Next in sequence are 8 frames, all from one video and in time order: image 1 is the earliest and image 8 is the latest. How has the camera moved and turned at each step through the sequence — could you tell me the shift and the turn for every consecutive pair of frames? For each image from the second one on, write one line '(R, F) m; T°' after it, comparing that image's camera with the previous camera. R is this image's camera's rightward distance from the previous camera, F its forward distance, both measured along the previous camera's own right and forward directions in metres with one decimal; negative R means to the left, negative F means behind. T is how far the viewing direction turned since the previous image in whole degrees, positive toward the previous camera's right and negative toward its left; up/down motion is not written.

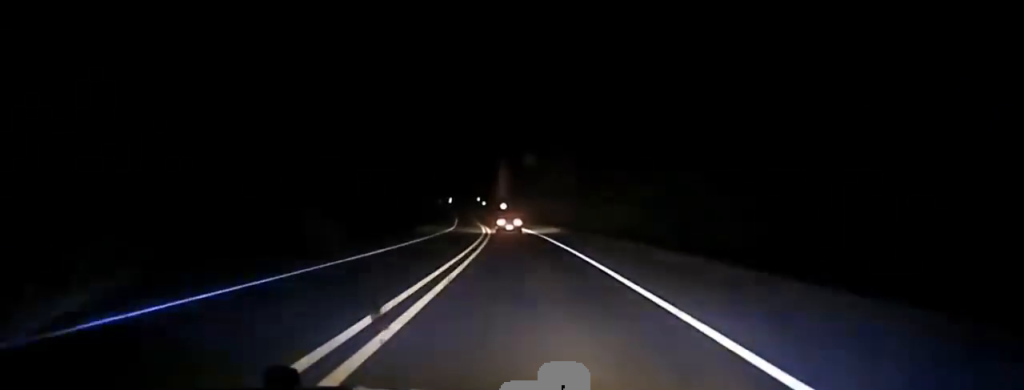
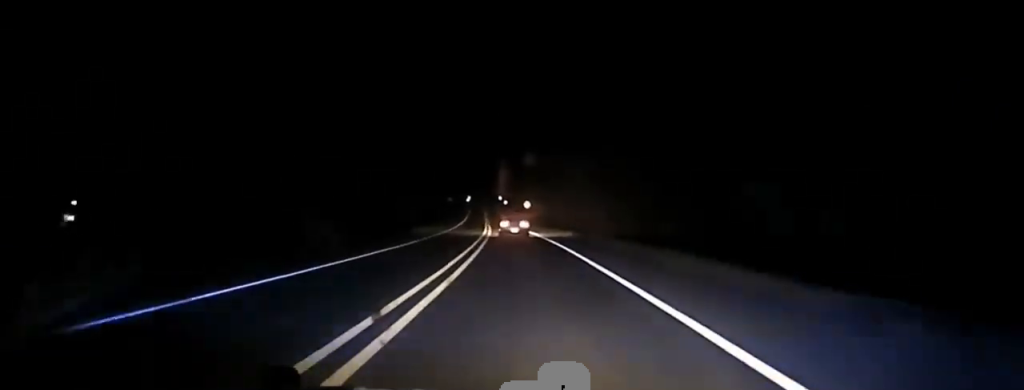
(-0.7, +53.5) m; -1°
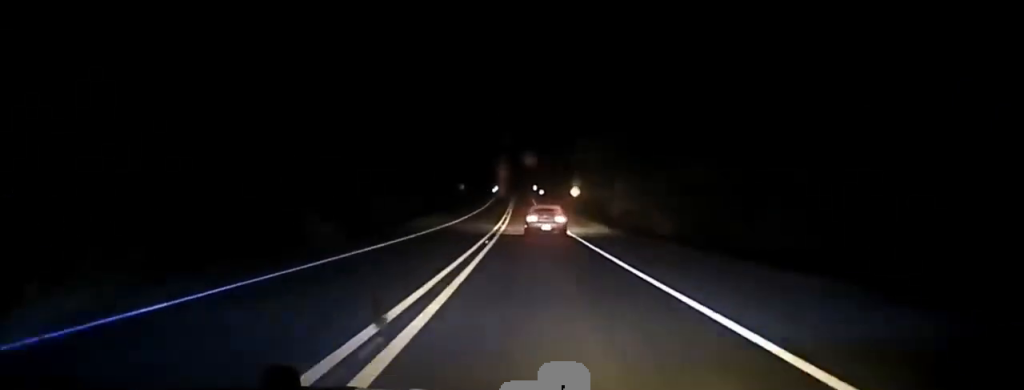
(-1.7, +70.0) m; -2°
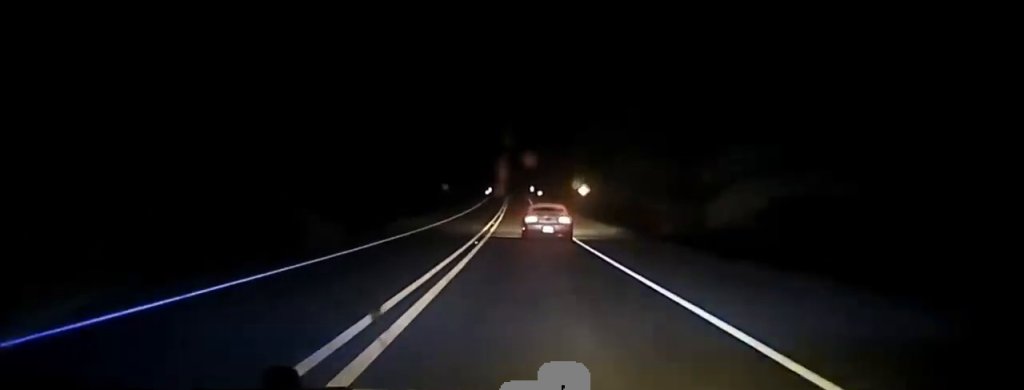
(+0.1, +25.7) m; 0°
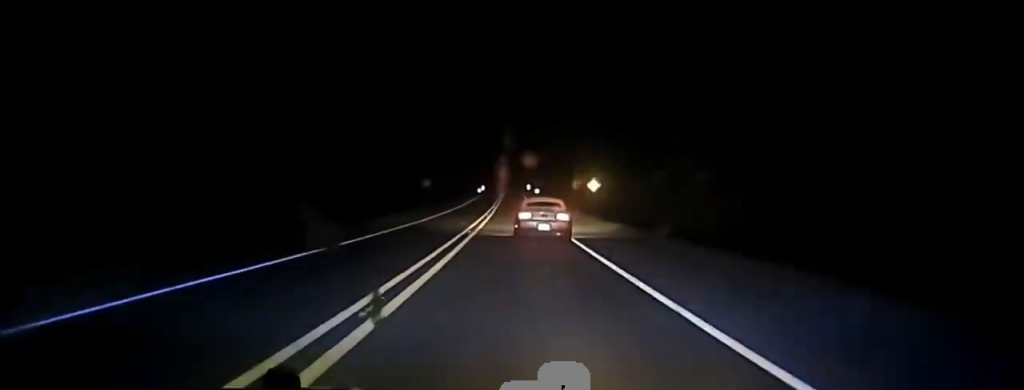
(+0.2, +20.9) m; 0°
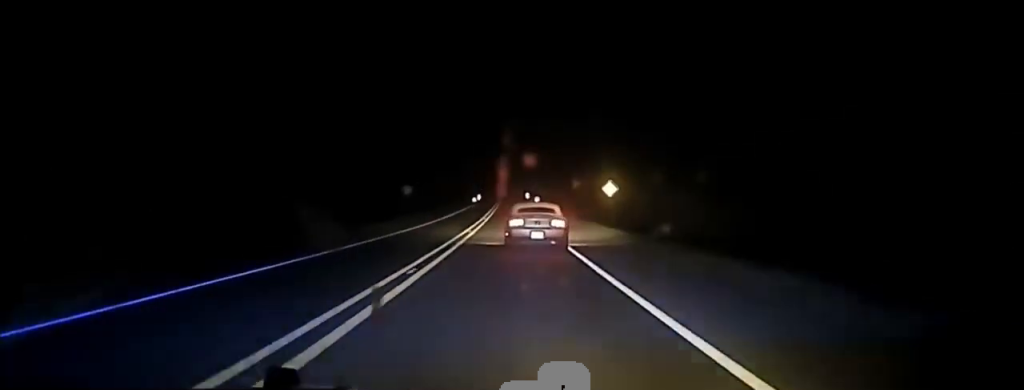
(-0.2, +17.3) m; 0°
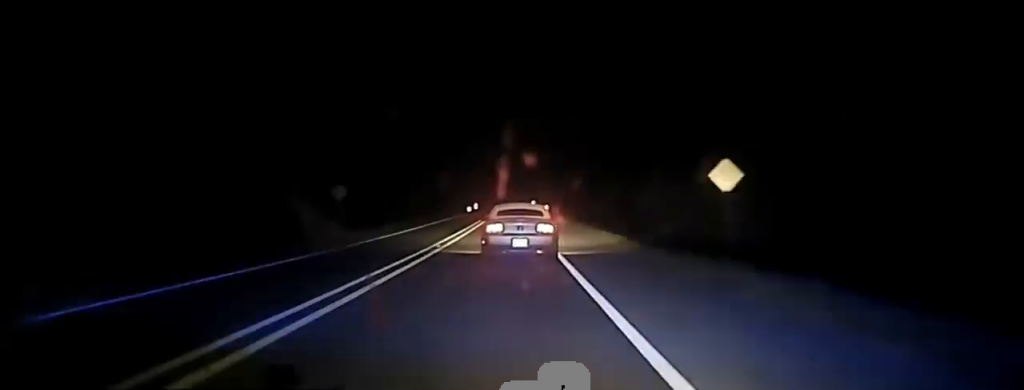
(0.0, +36.7) m; 0°
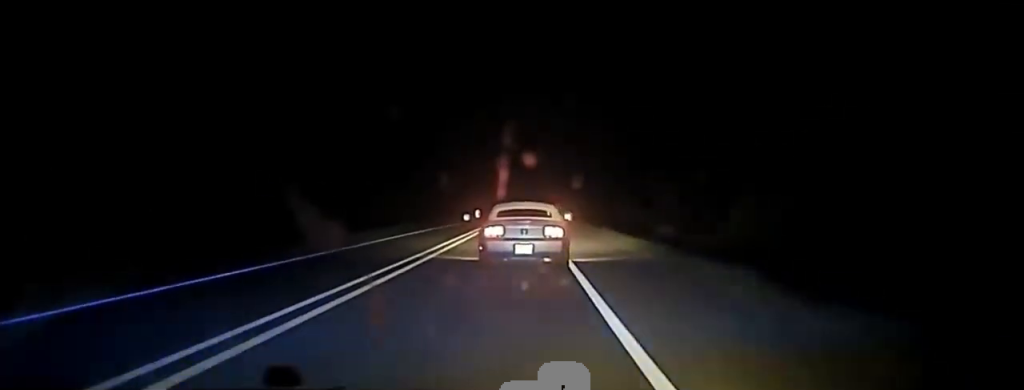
(+0.1, +35.7) m; 0°
